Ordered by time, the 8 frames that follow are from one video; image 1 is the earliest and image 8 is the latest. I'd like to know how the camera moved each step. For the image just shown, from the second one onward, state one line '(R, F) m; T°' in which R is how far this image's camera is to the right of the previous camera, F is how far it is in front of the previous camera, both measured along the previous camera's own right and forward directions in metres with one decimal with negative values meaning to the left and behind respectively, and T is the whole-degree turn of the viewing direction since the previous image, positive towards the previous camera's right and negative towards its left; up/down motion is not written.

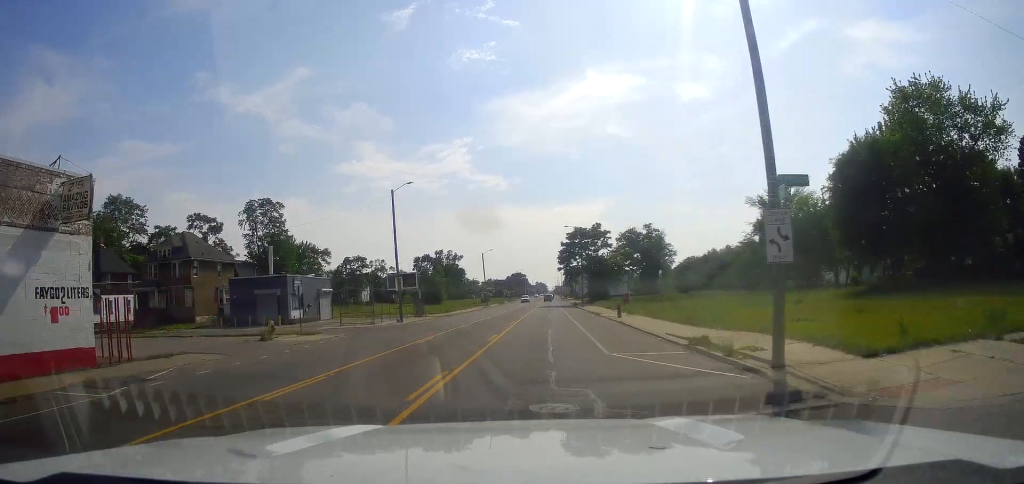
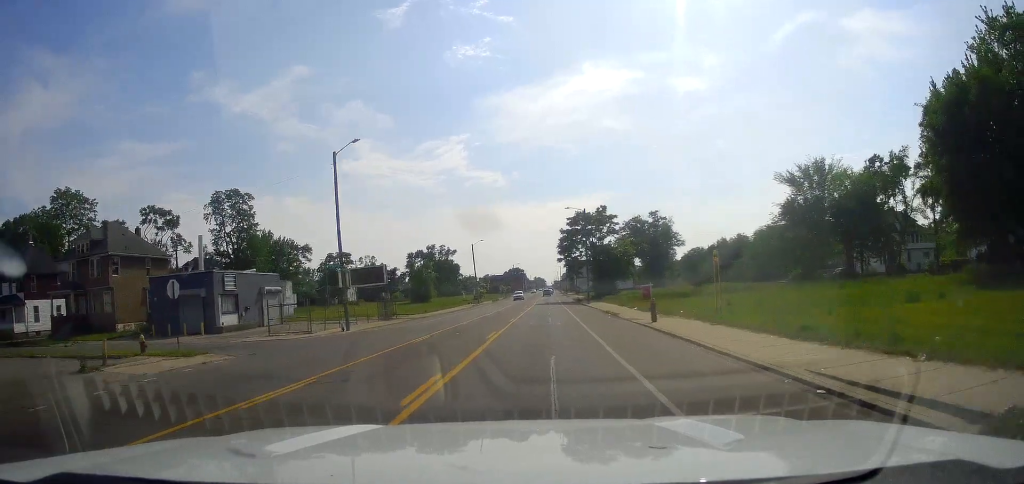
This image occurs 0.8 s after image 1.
(-0.1, +13.1) m; -1°
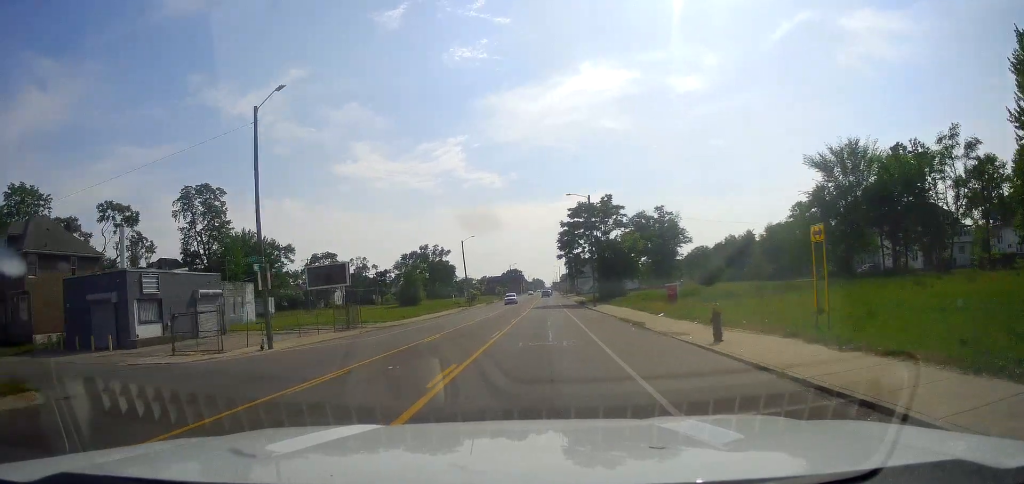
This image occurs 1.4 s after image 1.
(-0.1, +10.3) m; -1°
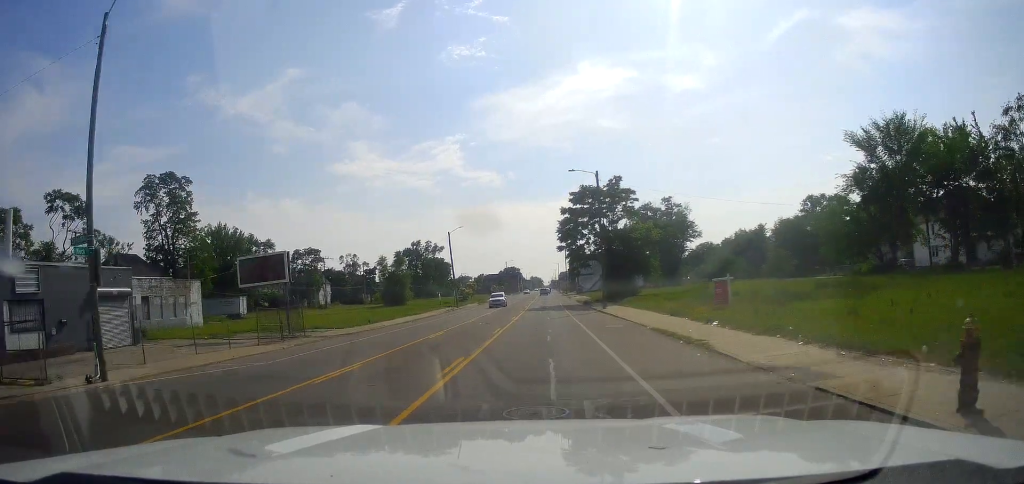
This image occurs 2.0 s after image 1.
(-0.1, +11.1) m; +1°
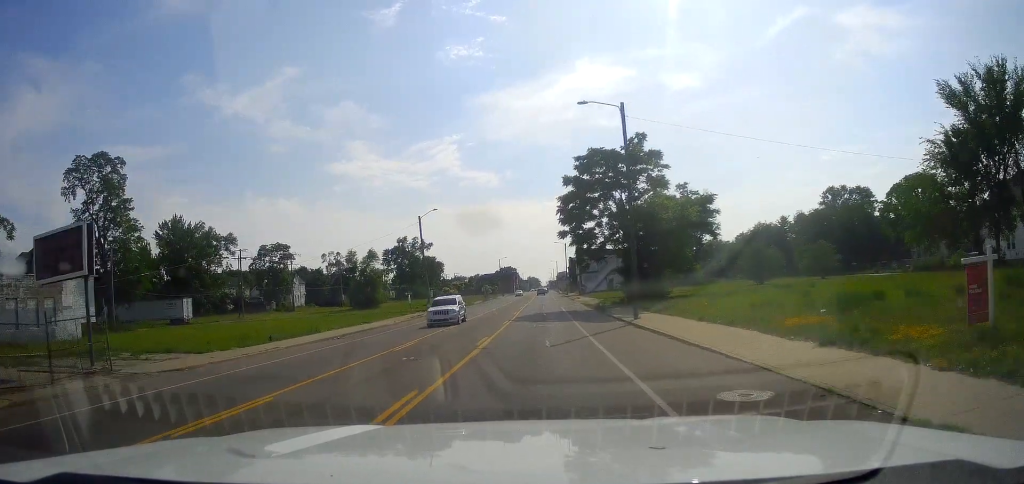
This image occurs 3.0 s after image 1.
(+0.6, +17.5) m; +1°
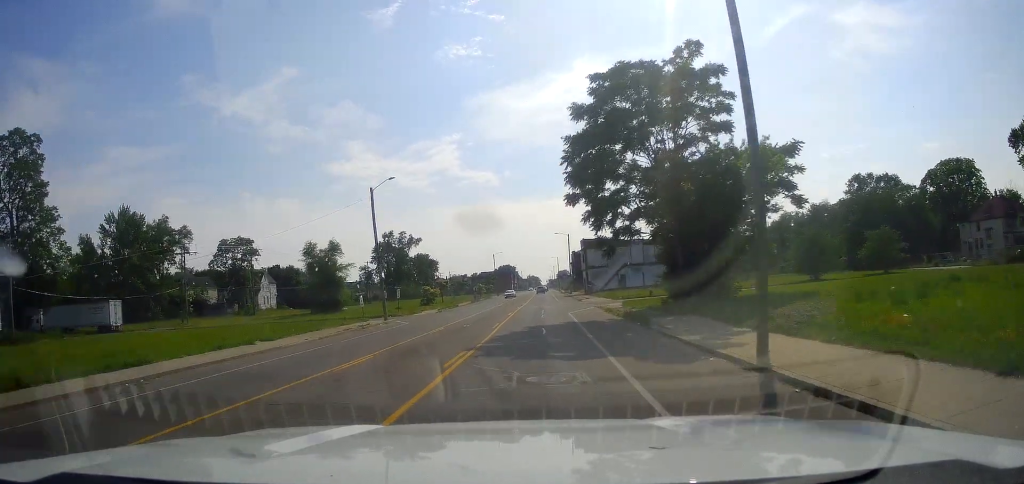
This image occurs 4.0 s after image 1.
(-0.4, +17.7) m; -2°
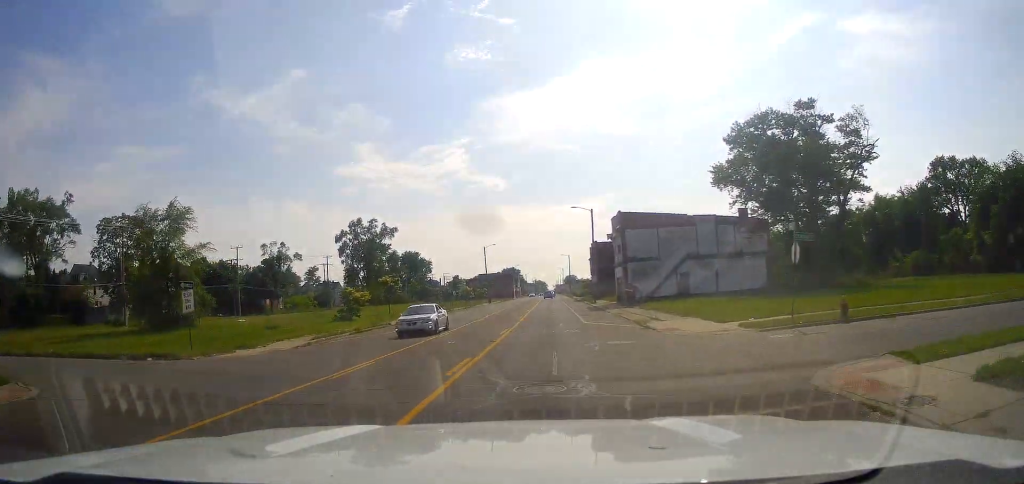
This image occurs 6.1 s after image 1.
(+0.4, +37.6) m; +2°
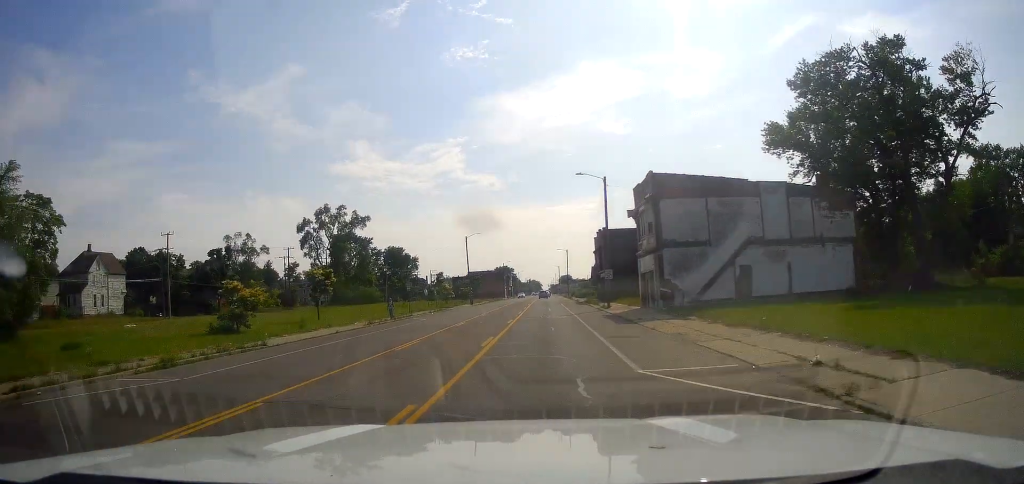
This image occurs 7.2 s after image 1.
(+0.1, +19.0) m; 0°
